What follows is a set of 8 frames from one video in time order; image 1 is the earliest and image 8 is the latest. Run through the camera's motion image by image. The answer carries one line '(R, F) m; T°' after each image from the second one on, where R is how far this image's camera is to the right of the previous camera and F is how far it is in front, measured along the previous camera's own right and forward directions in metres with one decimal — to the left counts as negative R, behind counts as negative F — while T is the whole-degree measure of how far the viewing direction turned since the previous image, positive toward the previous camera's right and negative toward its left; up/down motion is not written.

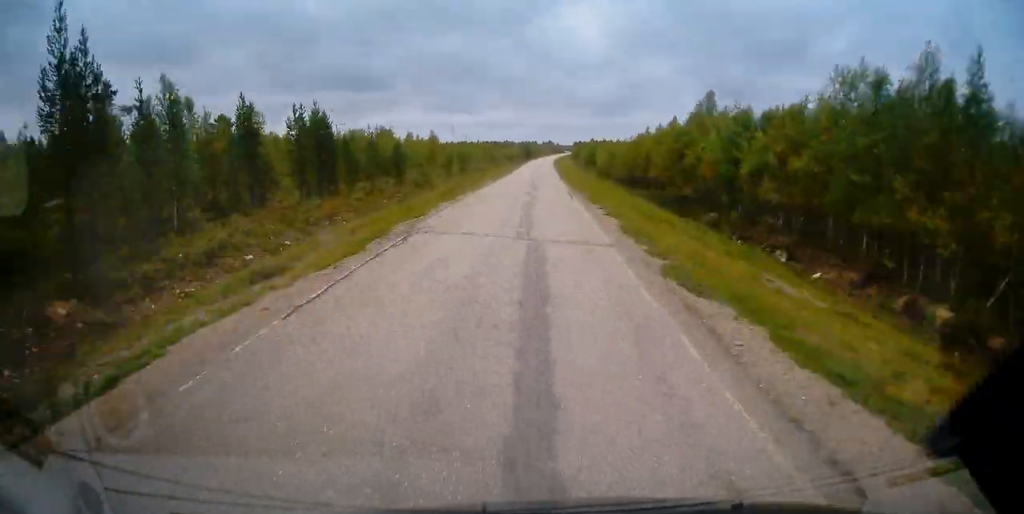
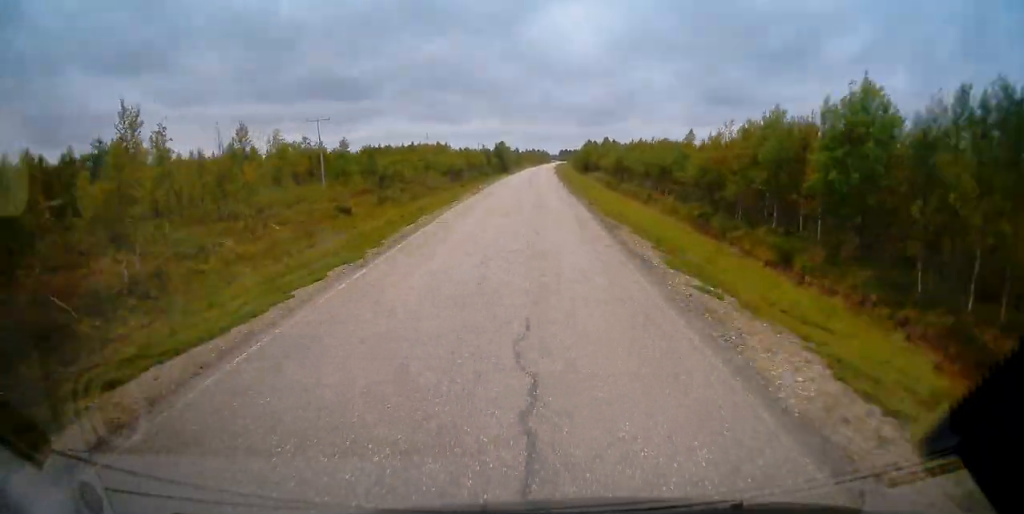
(+1.2, +109.2) m; +1°
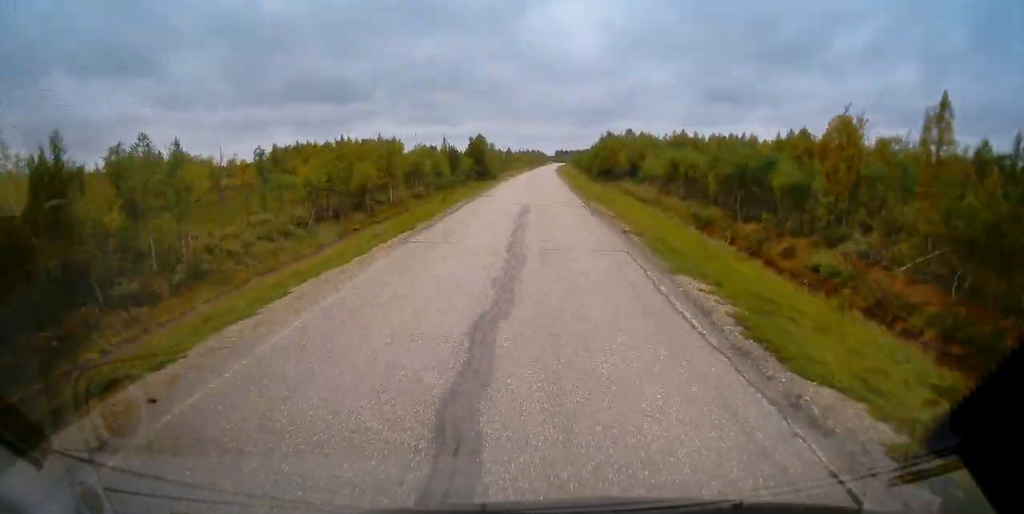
(+0.5, +51.0) m; +1°
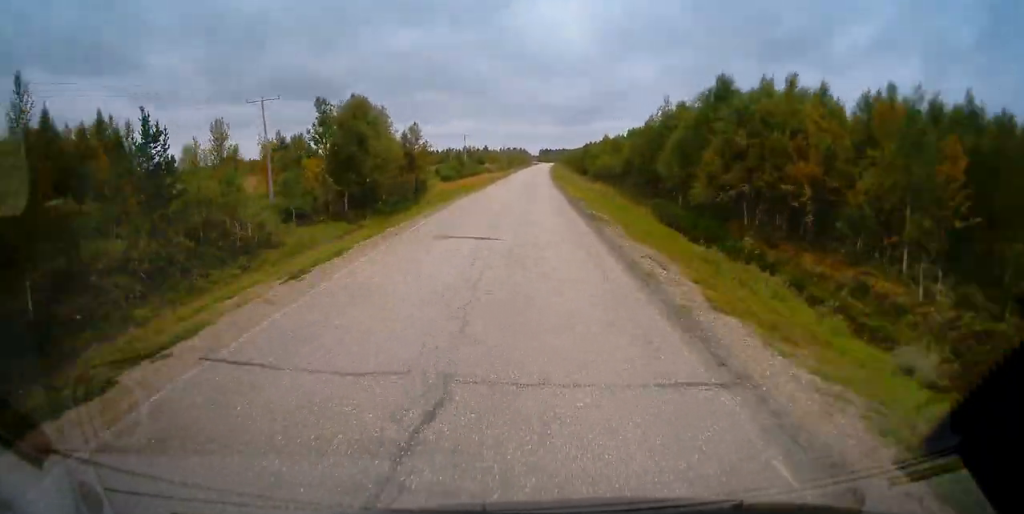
(+1.1, +69.3) m; +1°
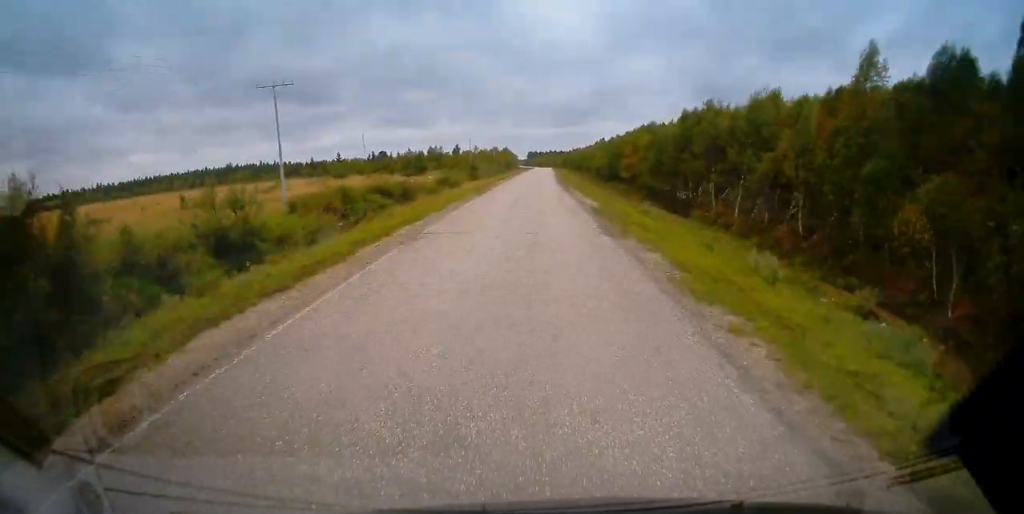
(+0.5, +90.8) m; +1°
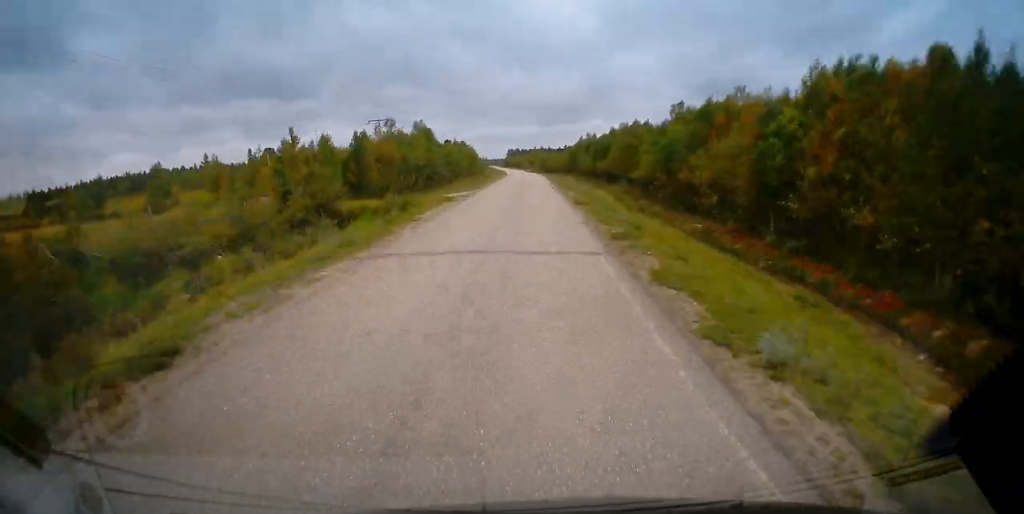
(+2.4, +130.5) m; +1°
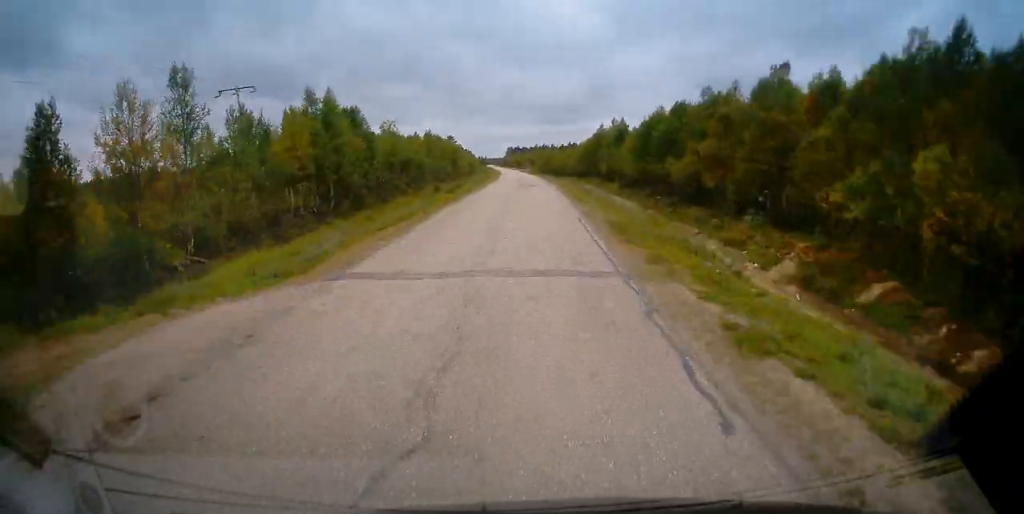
(-0.1, +34.6) m; -1°
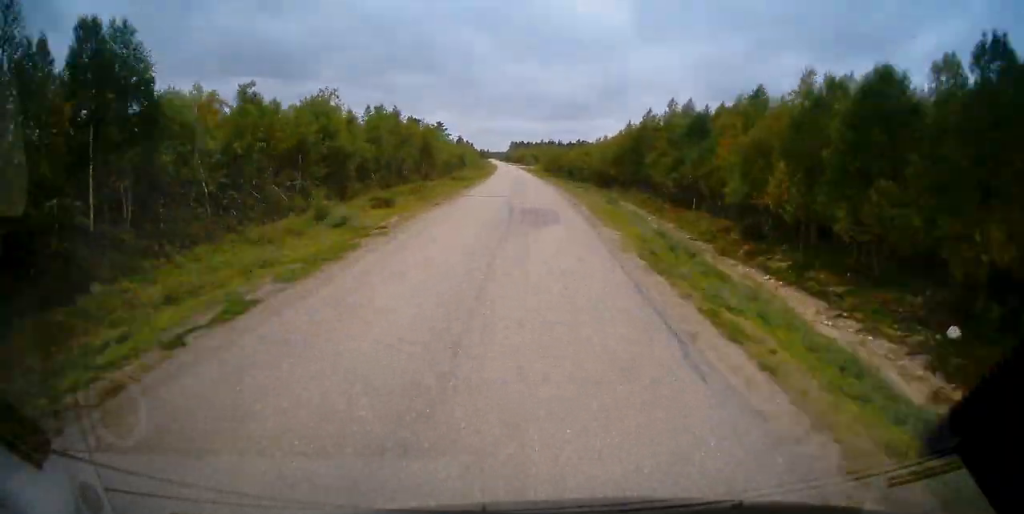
(+0.3, +30.0) m; -1°
